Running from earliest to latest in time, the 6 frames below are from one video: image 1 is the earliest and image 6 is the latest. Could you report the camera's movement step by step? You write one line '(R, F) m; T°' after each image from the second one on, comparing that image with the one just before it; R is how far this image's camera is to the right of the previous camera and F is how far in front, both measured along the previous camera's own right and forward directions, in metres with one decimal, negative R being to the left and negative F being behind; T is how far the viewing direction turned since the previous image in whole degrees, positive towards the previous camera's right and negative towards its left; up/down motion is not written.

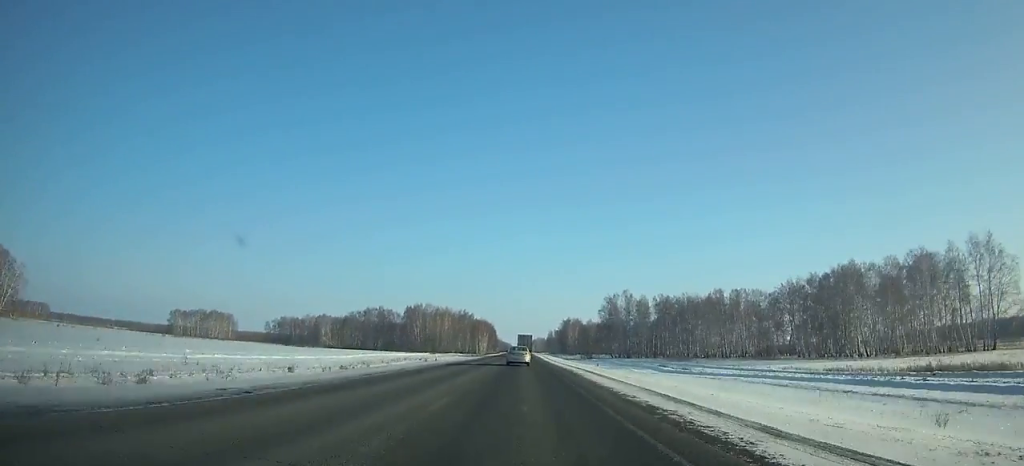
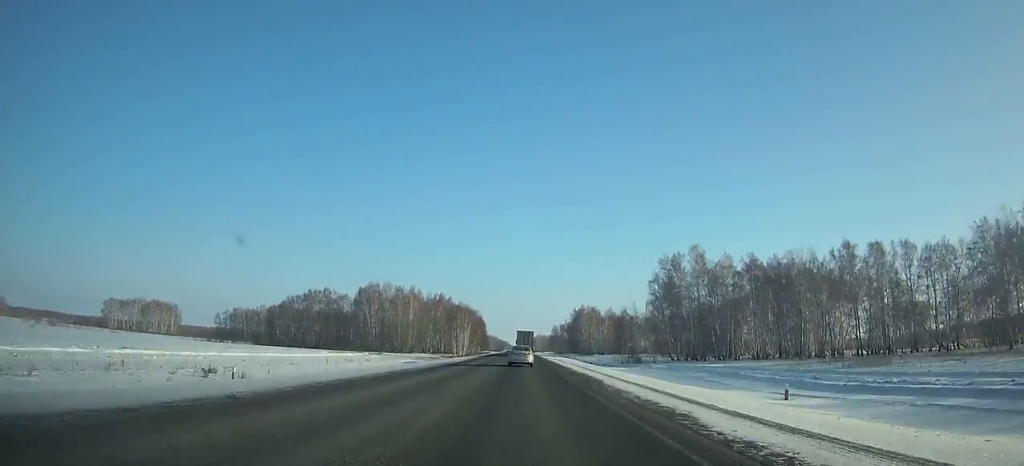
(+0.1, +84.8) m; 0°
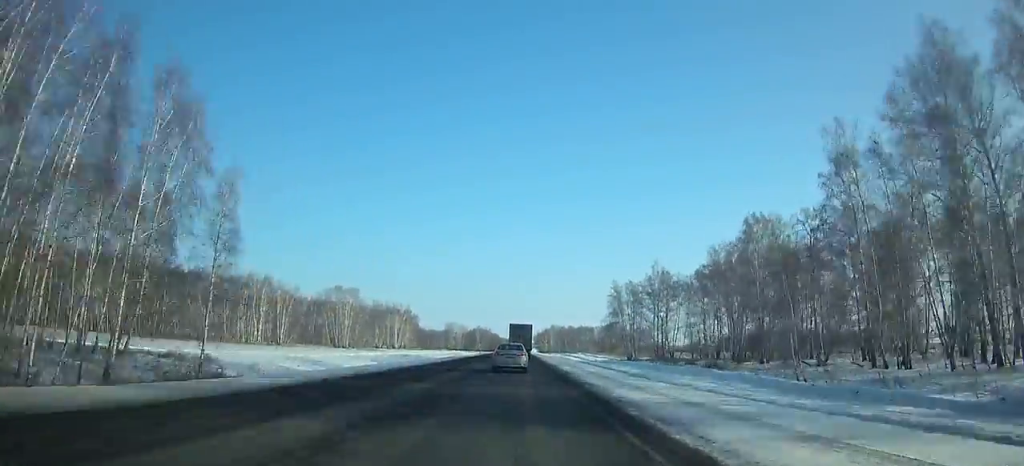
(-1.1, +241.1) m; -1°
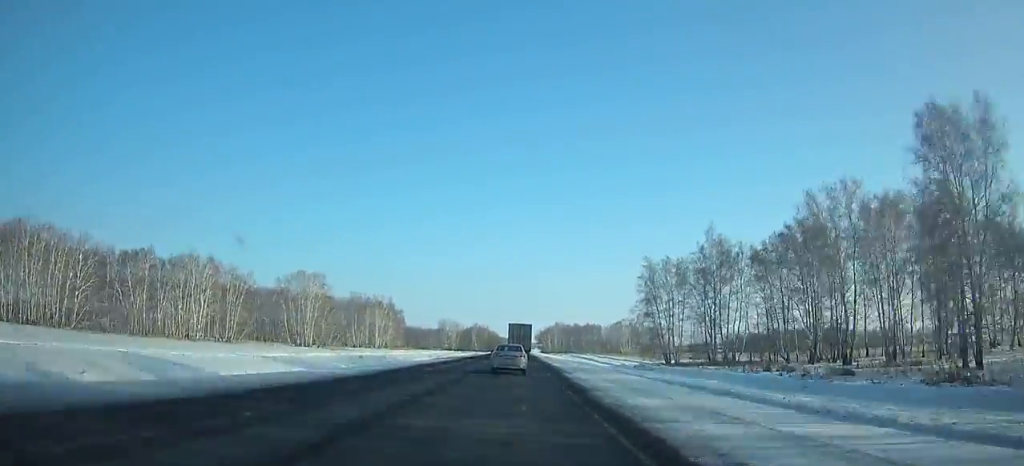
(0.0, +38.1) m; 0°
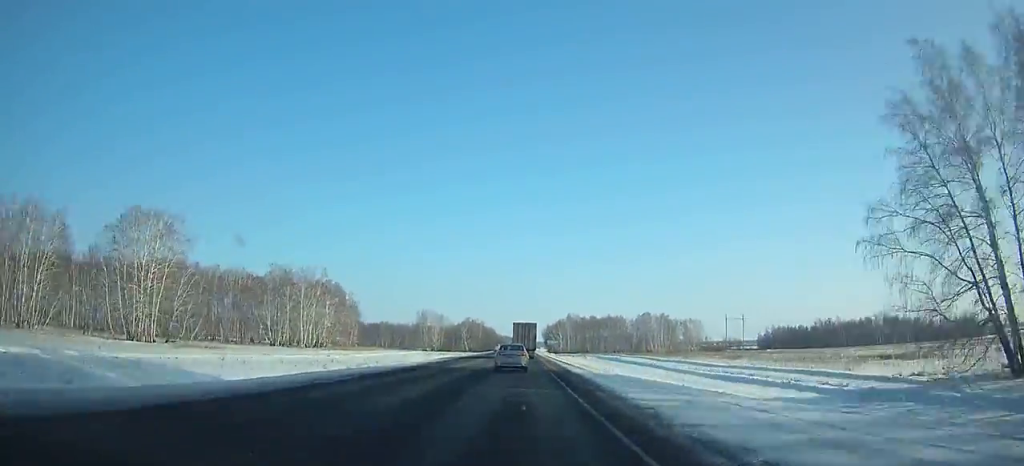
(0.0, +82.3) m; 0°
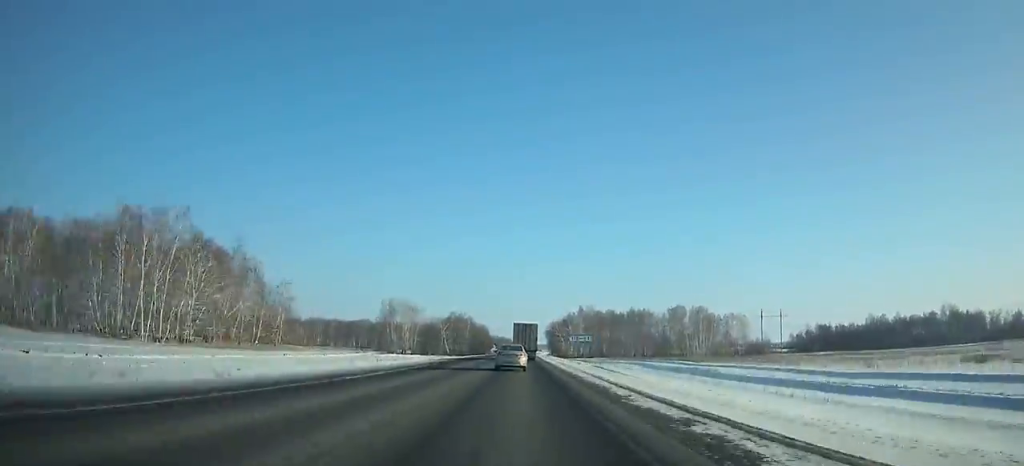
(0.0, +66.9) m; 0°
